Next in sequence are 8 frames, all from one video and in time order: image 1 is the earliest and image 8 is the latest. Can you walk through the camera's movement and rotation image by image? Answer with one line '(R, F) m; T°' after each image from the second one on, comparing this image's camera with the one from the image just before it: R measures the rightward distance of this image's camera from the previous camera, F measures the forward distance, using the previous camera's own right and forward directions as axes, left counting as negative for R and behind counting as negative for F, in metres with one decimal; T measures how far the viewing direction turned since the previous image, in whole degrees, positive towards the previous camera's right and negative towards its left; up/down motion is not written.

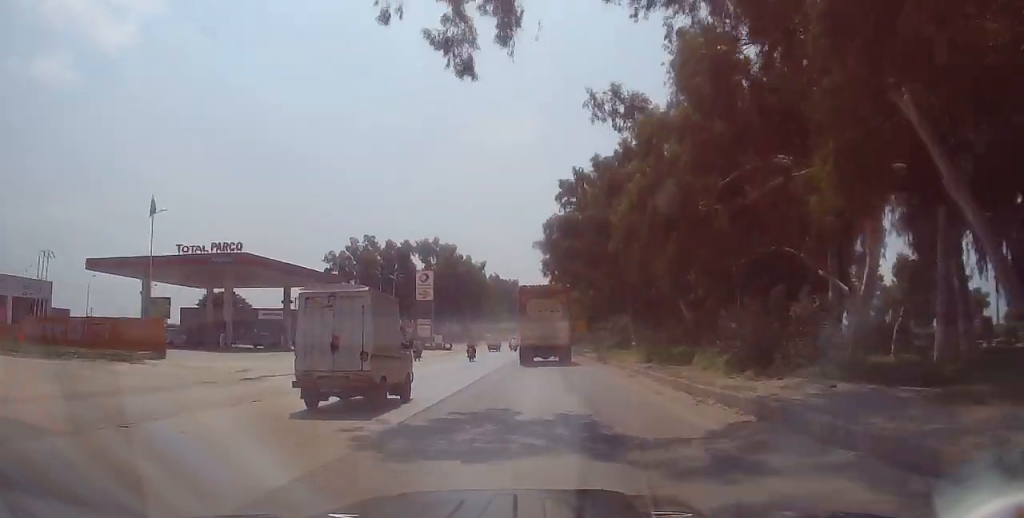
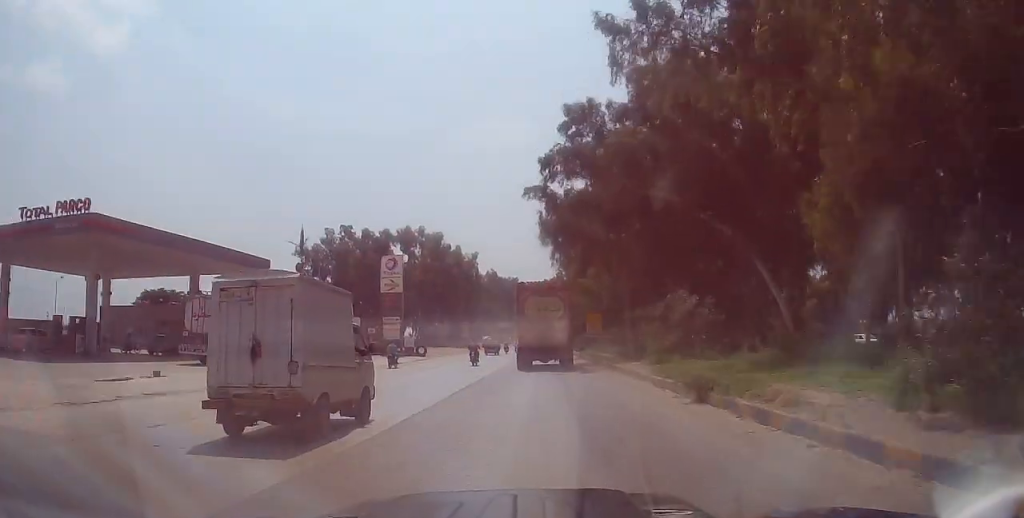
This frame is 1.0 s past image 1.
(+0.6, +17.5) m; +1°
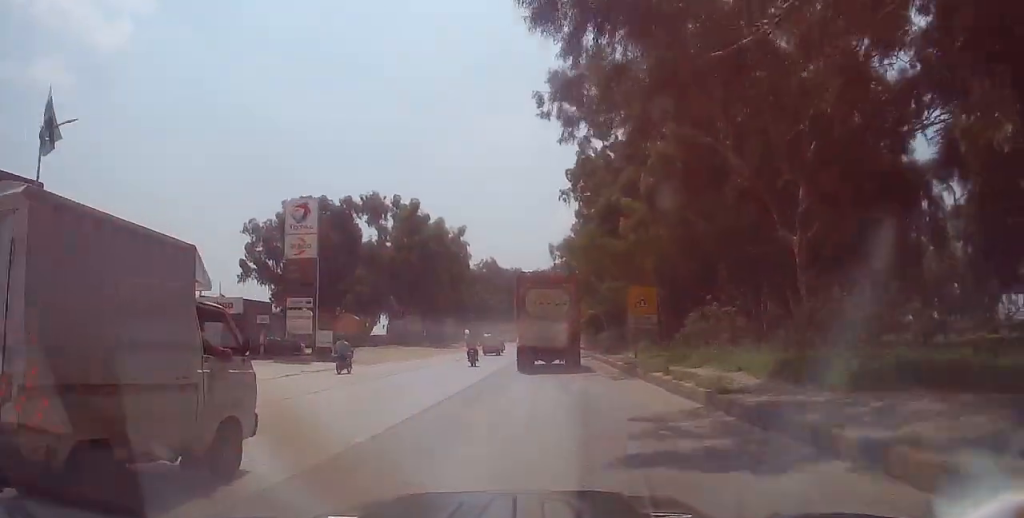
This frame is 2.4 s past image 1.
(-0.7, +24.1) m; -3°
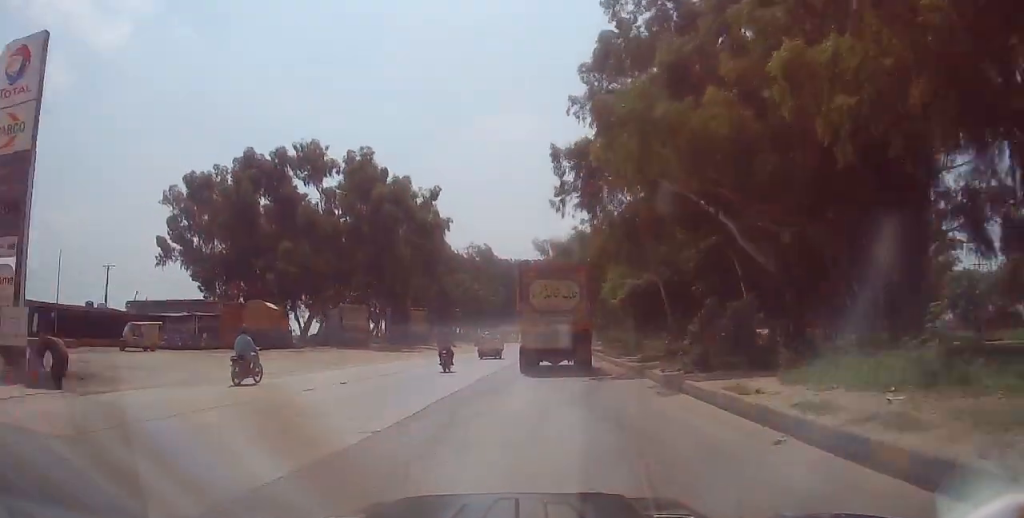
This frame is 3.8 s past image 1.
(-0.3, +23.3) m; 0°
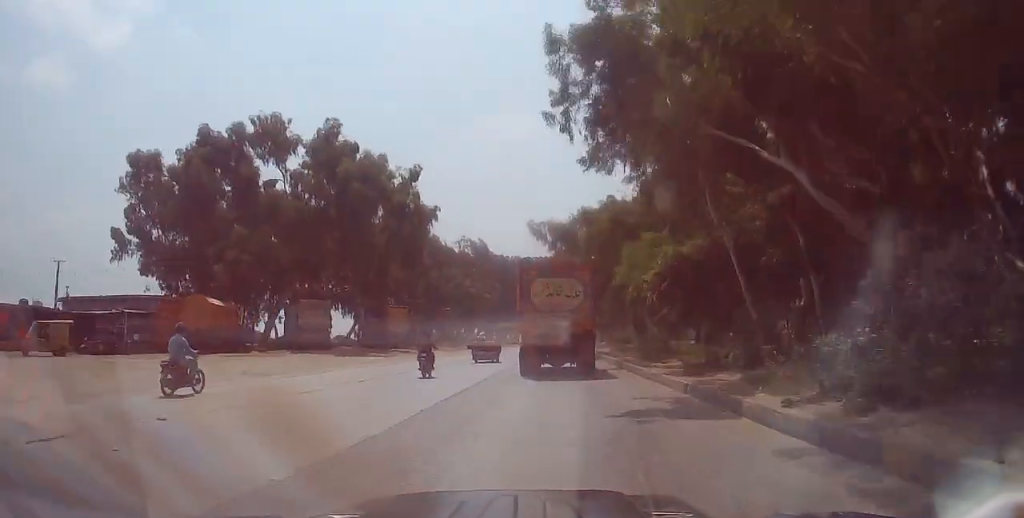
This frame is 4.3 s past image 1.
(0.0, +9.0) m; 0°
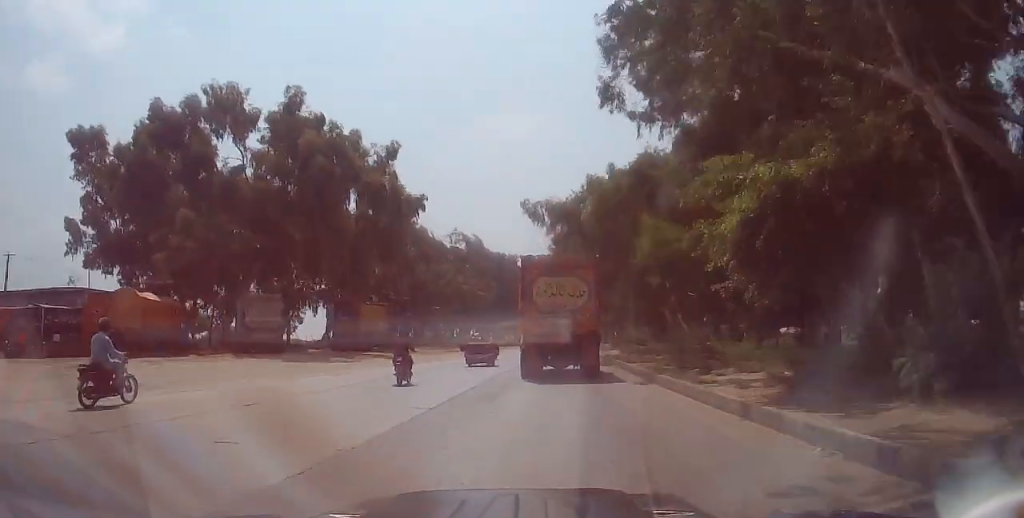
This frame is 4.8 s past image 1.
(+0.2, +7.7) m; 0°
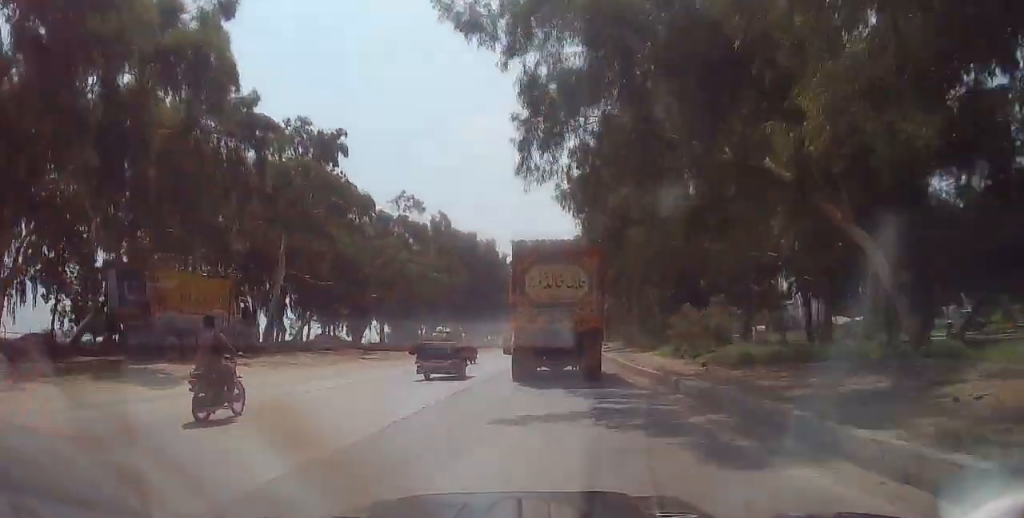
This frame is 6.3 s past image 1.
(-0.2, +24.4) m; +1°
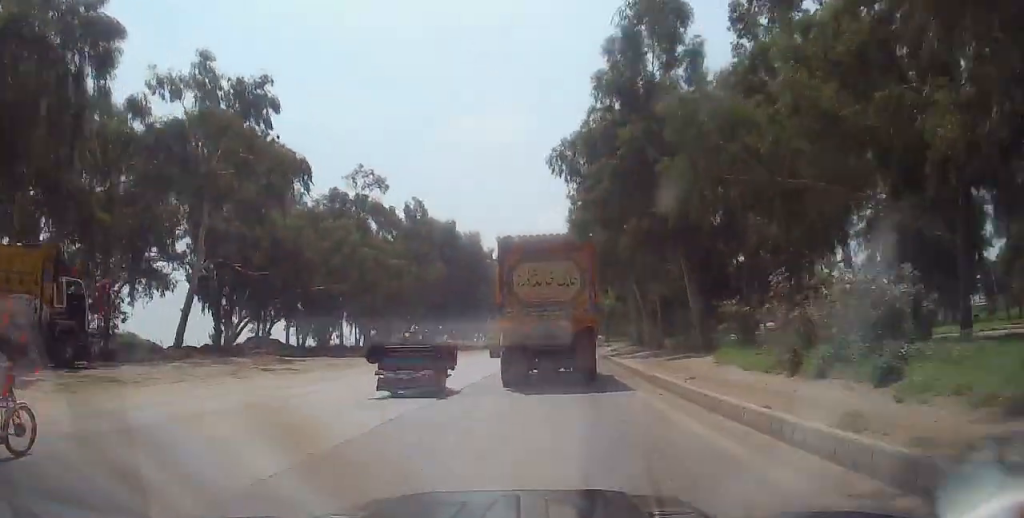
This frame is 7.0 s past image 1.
(+0.2, +11.8) m; +2°
